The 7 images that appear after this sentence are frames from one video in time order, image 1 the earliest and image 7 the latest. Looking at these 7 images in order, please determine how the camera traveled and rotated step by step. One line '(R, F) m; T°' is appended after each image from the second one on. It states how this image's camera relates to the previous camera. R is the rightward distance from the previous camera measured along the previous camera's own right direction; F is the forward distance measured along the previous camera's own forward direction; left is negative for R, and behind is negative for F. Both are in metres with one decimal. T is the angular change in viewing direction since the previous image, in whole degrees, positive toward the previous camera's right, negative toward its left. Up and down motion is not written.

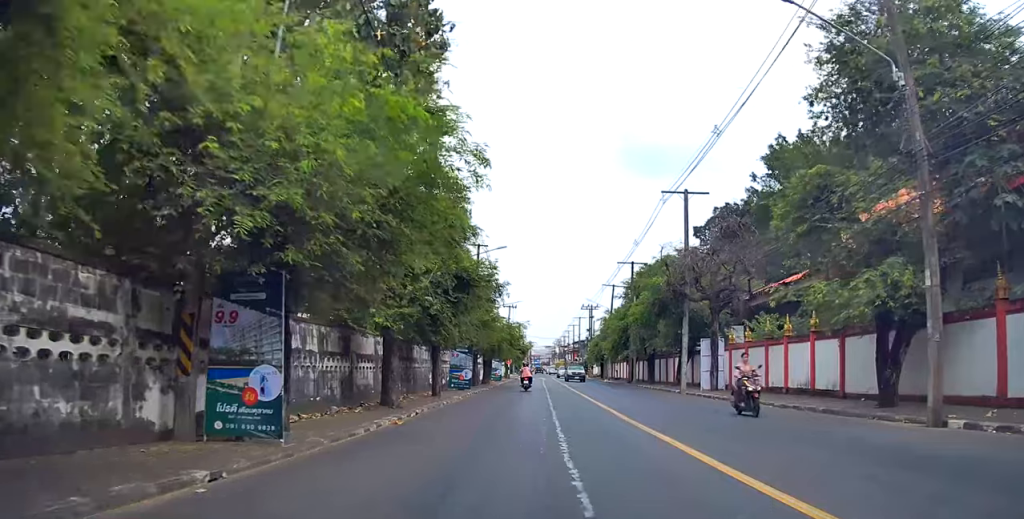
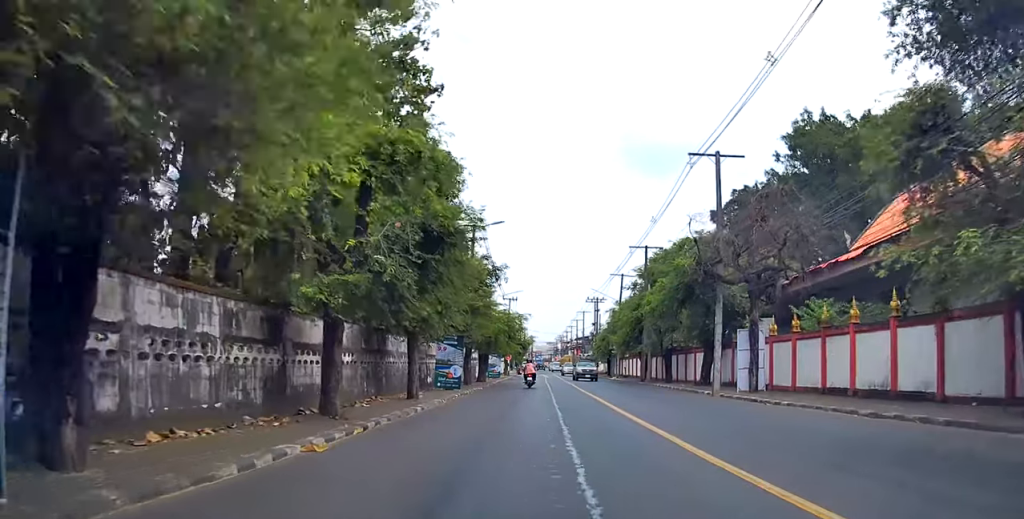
(0.0, +6.2) m; +1°
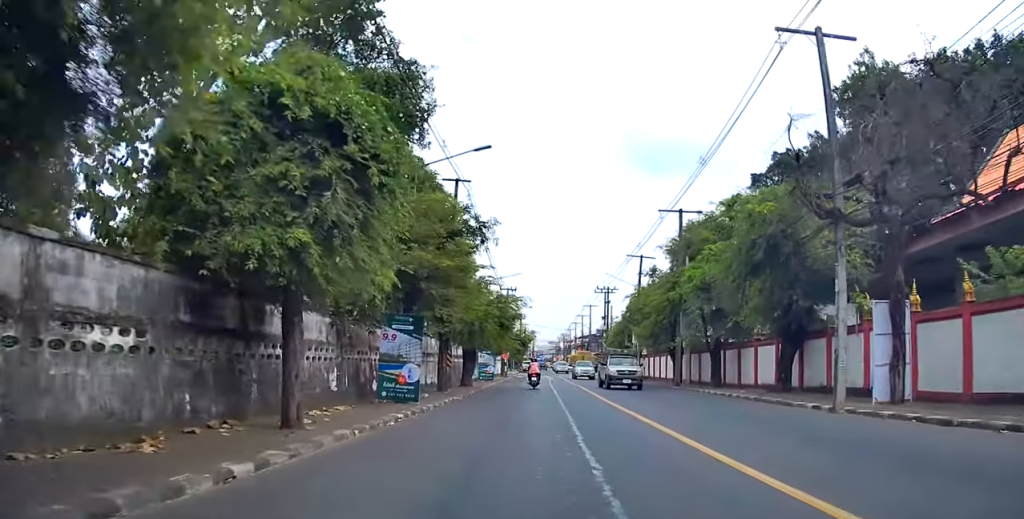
(+0.3, +12.3) m; +1°
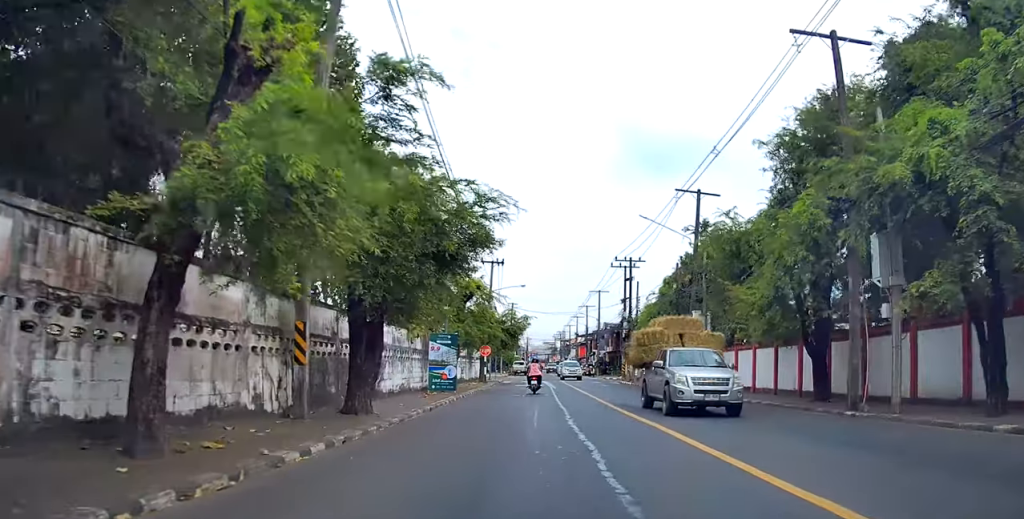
(-0.8, +23.5) m; -4°
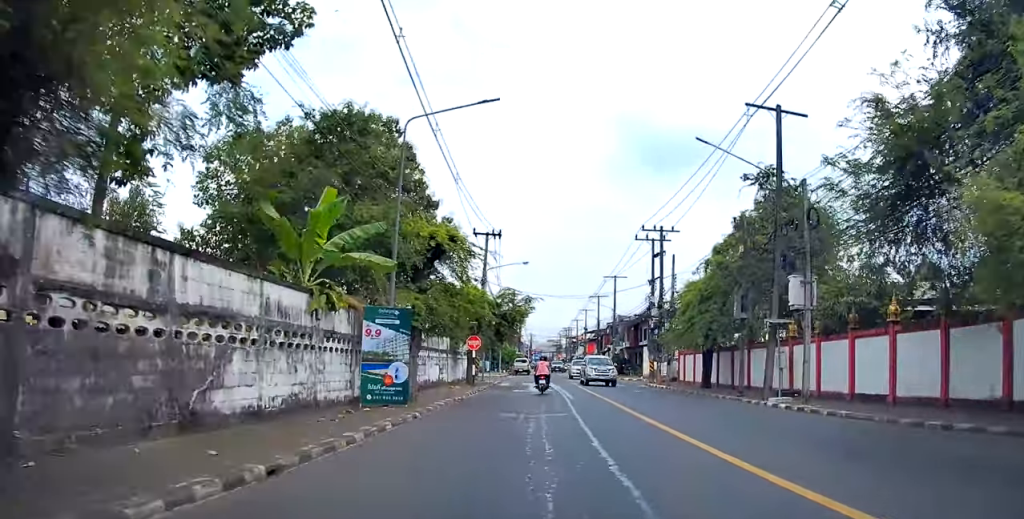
(-0.1, +13.1) m; 0°
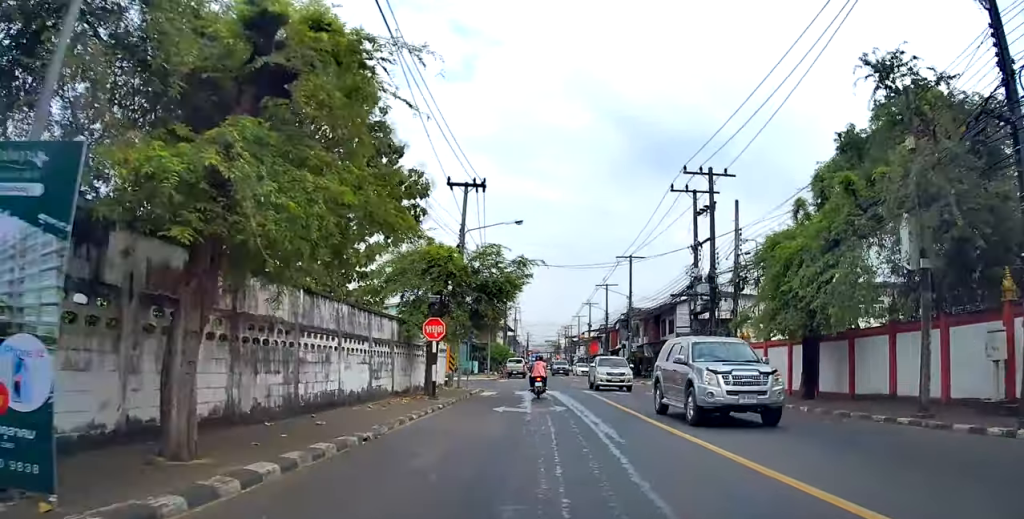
(+0.1, +13.8) m; 0°
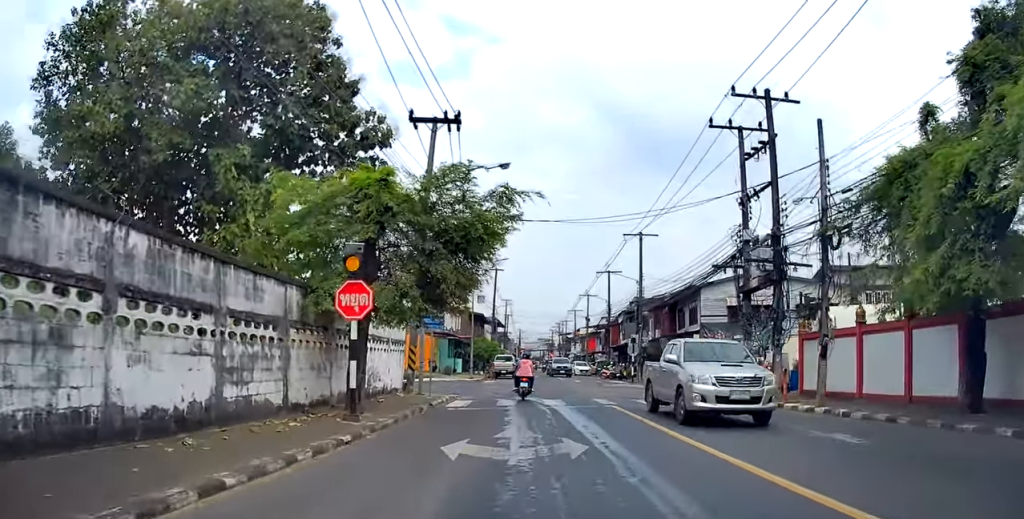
(0.0, +9.5) m; 0°
